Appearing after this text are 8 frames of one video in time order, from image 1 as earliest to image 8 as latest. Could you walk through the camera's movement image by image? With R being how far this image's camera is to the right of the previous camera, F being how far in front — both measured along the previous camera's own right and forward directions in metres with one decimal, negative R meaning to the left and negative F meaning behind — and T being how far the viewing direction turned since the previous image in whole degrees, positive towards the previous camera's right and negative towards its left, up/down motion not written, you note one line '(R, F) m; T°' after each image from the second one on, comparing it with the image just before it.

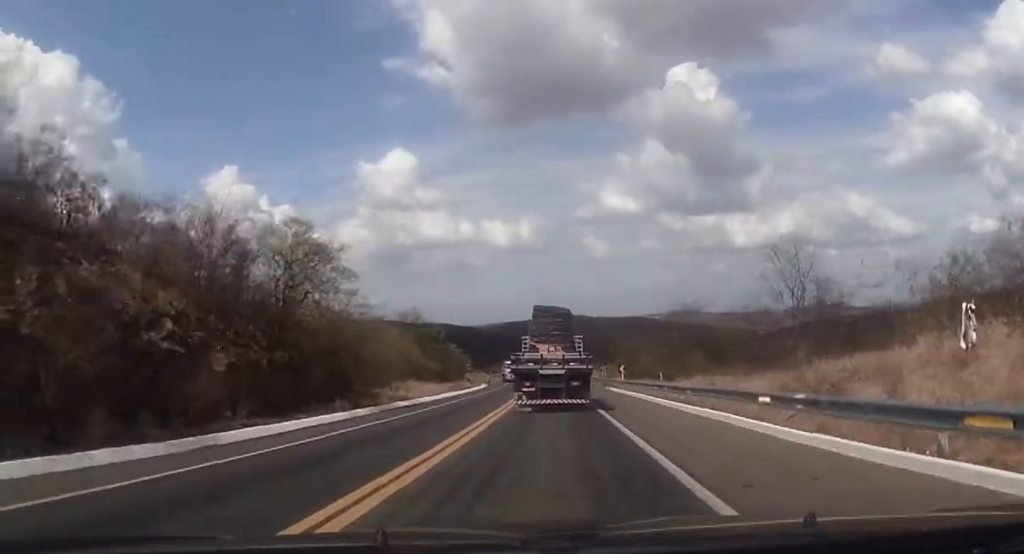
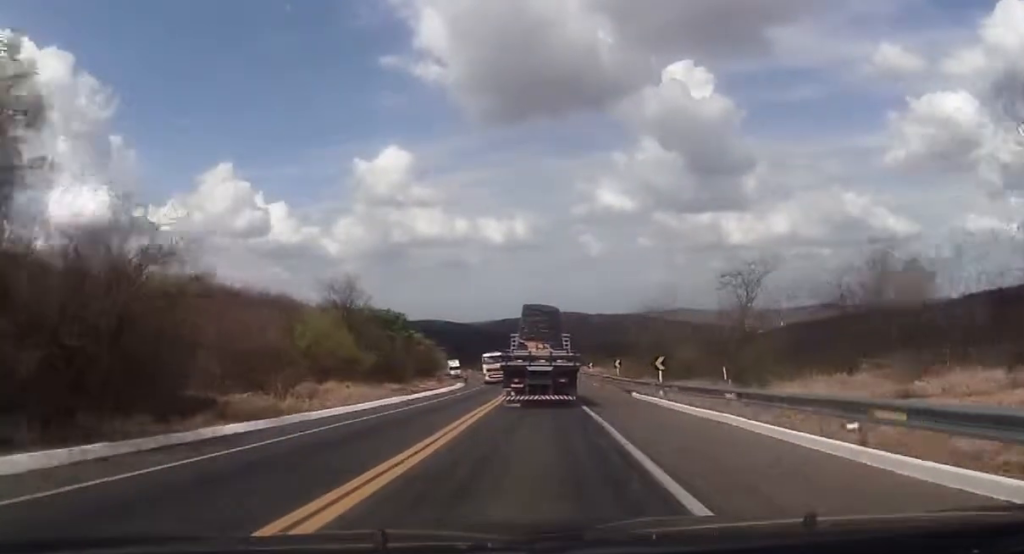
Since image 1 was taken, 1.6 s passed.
(0.0, +21.2) m; -1°
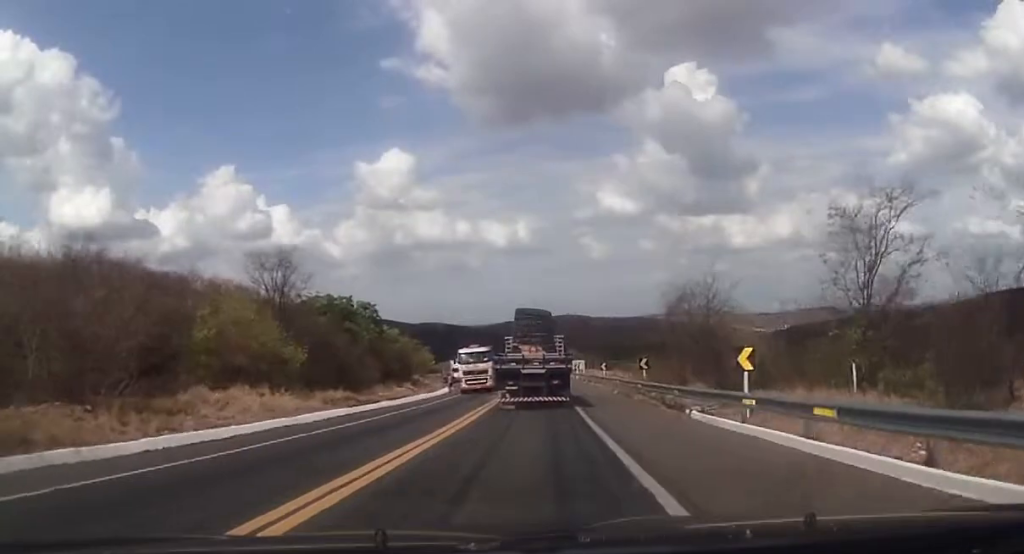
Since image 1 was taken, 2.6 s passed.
(-0.1, +13.9) m; -1°
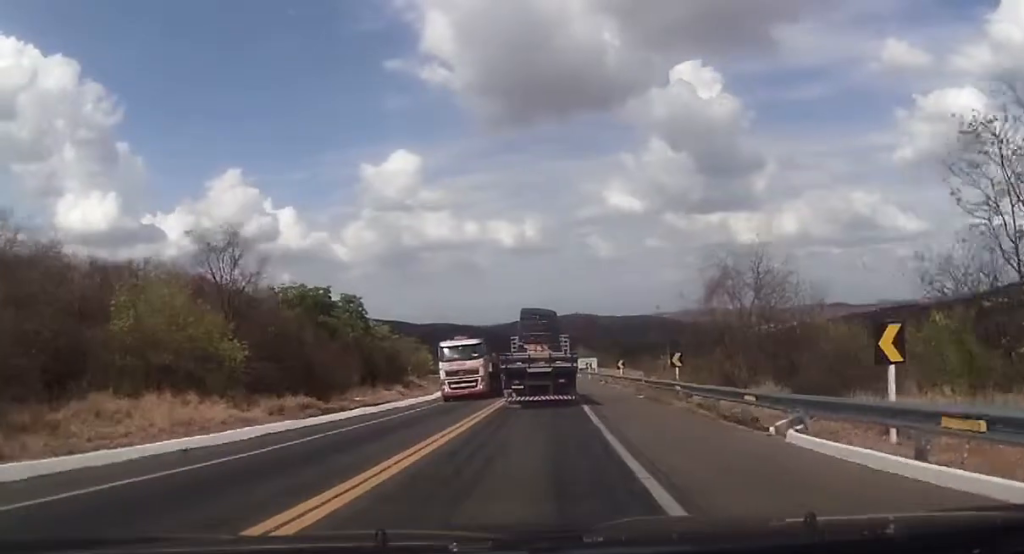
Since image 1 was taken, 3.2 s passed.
(-0.1, +7.6) m; 0°
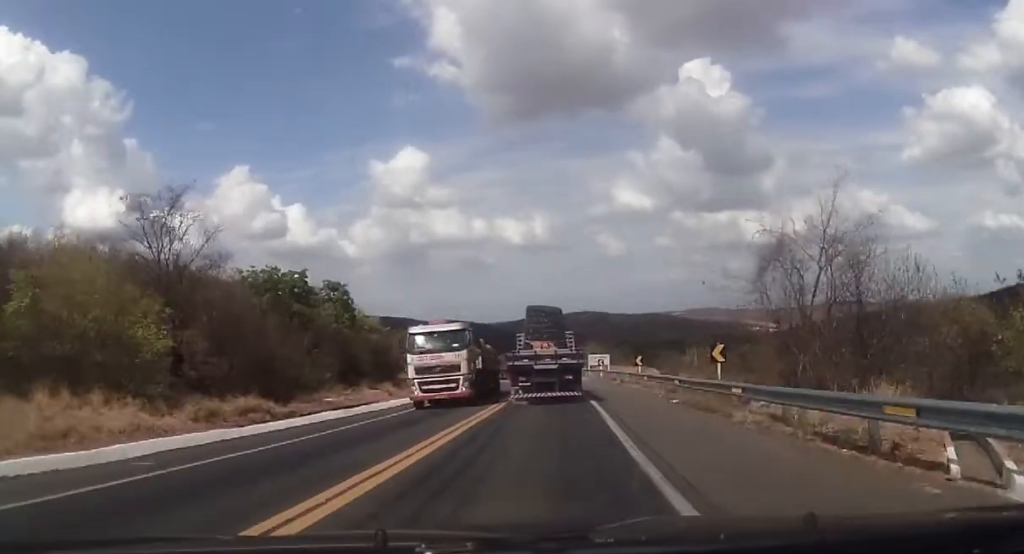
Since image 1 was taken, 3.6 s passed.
(+0.1, +6.2) m; 0°
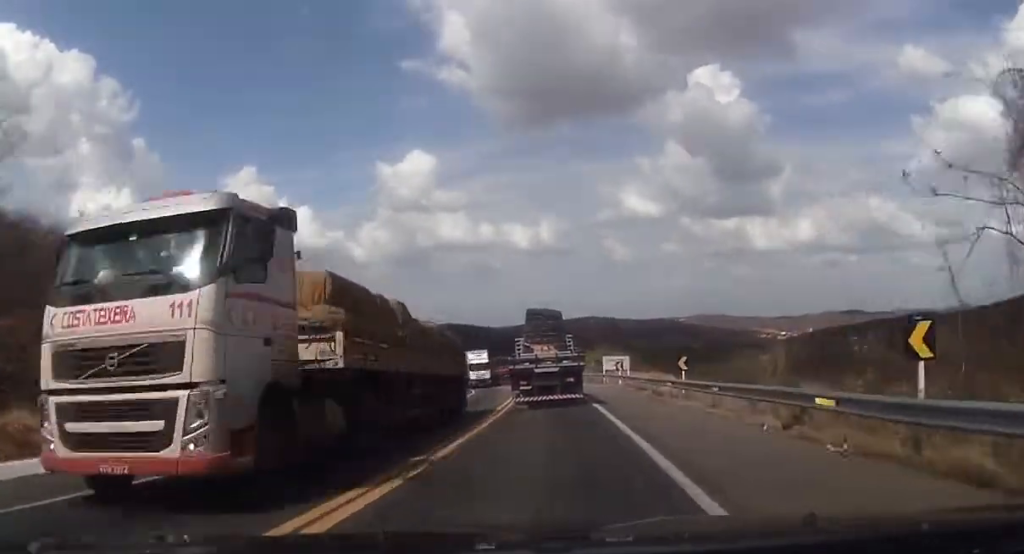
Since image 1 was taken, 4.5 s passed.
(+0.1, +12.7) m; 0°
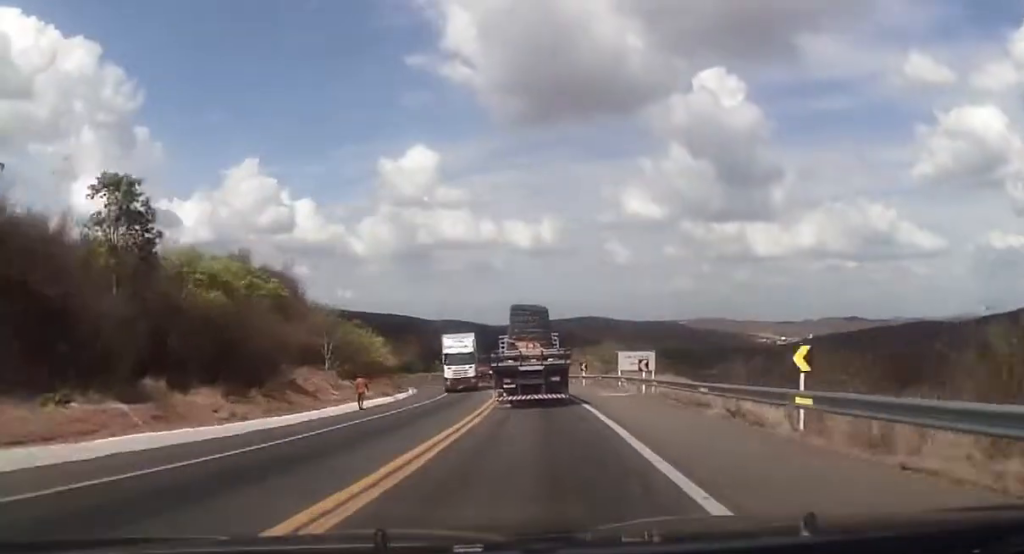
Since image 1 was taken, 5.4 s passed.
(-0.1, +14.7) m; -1°
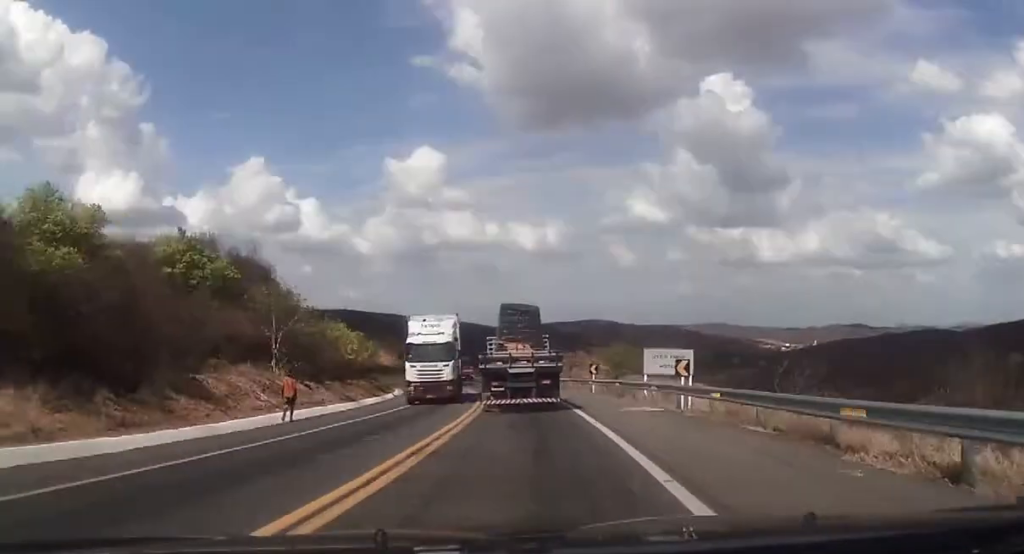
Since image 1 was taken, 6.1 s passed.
(0.0, +9.8) m; -1°
